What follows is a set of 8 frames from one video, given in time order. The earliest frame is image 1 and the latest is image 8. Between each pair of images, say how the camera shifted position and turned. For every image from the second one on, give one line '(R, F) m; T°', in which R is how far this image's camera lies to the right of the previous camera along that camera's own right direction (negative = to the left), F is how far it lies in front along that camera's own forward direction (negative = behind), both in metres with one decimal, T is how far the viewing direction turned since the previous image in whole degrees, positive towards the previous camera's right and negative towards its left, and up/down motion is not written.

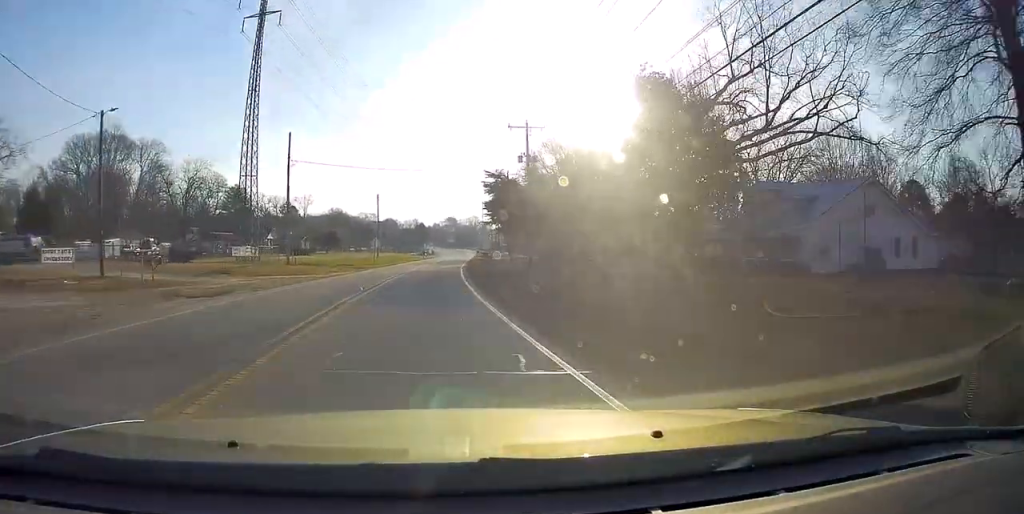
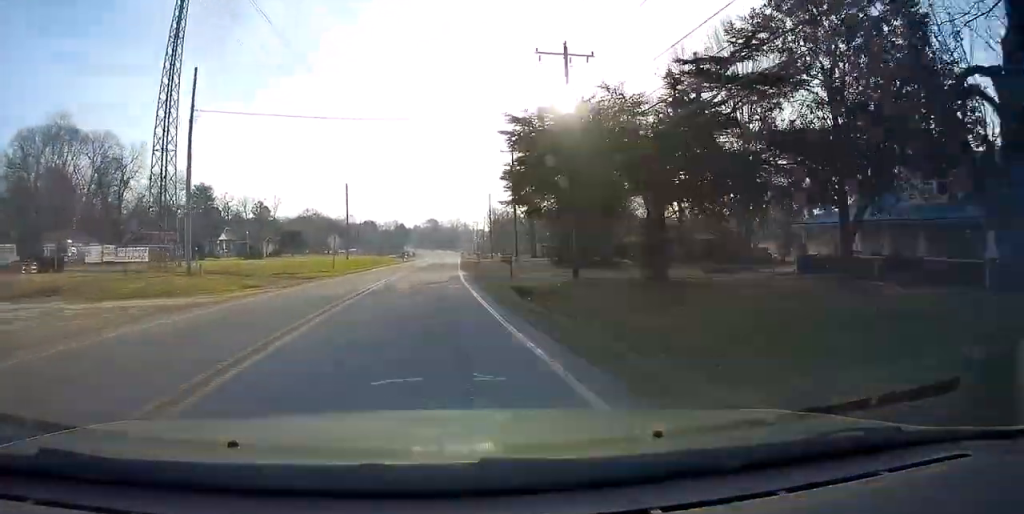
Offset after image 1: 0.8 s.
(+0.4, +18.0) m; +2°
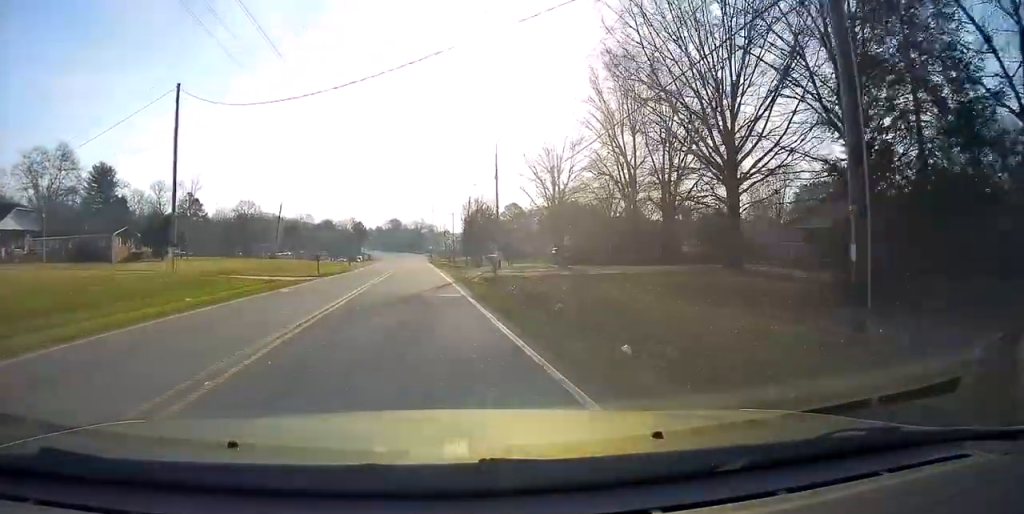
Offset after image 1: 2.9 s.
(+1.3, +49.6) m; +3°
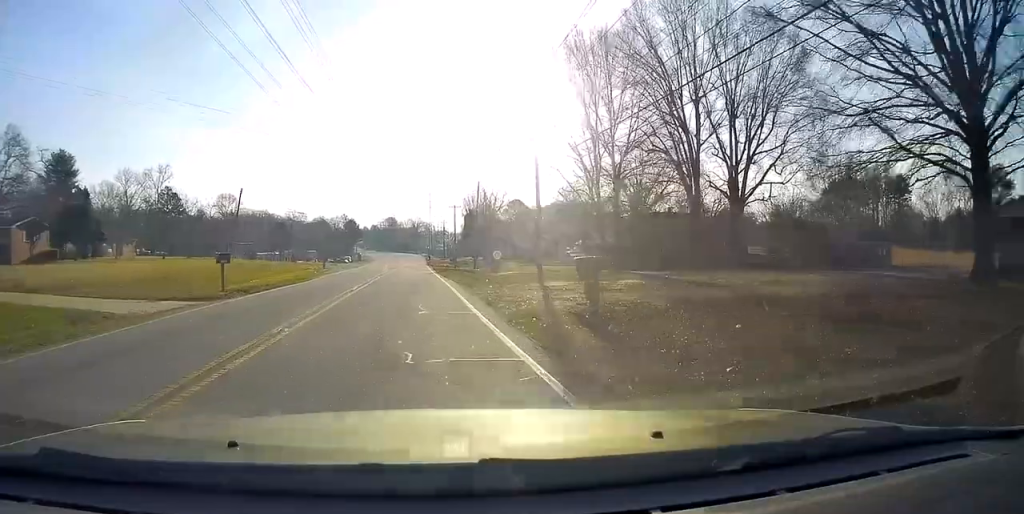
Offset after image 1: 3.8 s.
(+0.4, +20.5) m; +1°
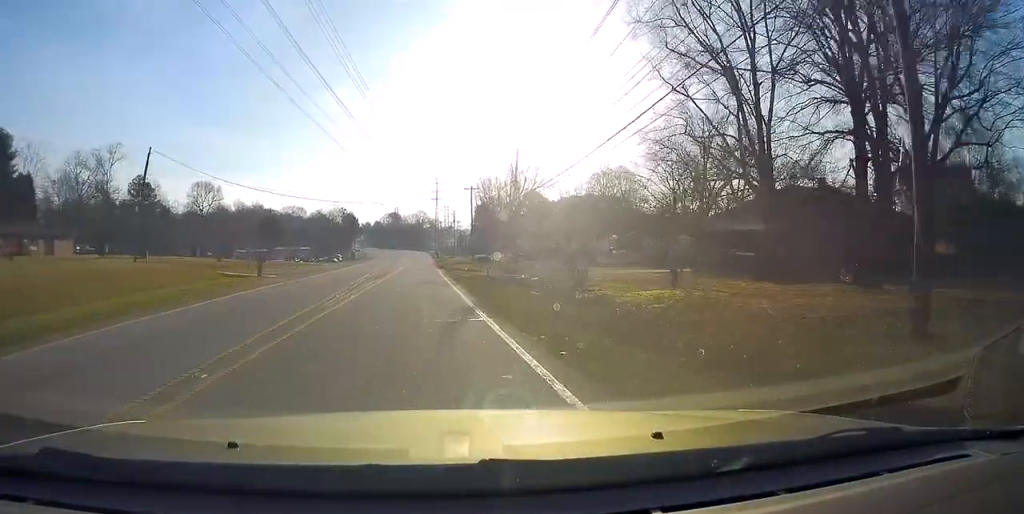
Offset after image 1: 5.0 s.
(+0.1, +28.1) m; -1°
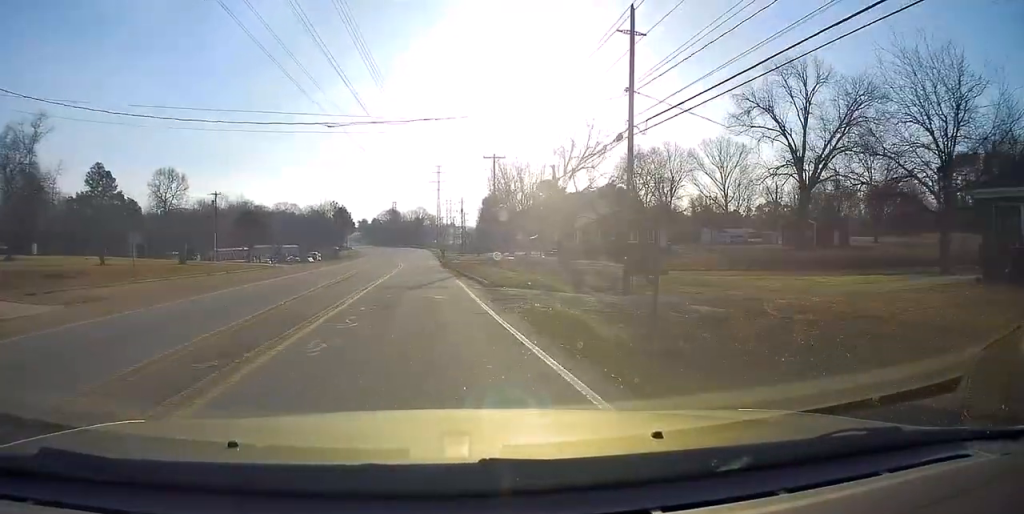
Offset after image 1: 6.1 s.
(-0.4, +27.5) m; 0°
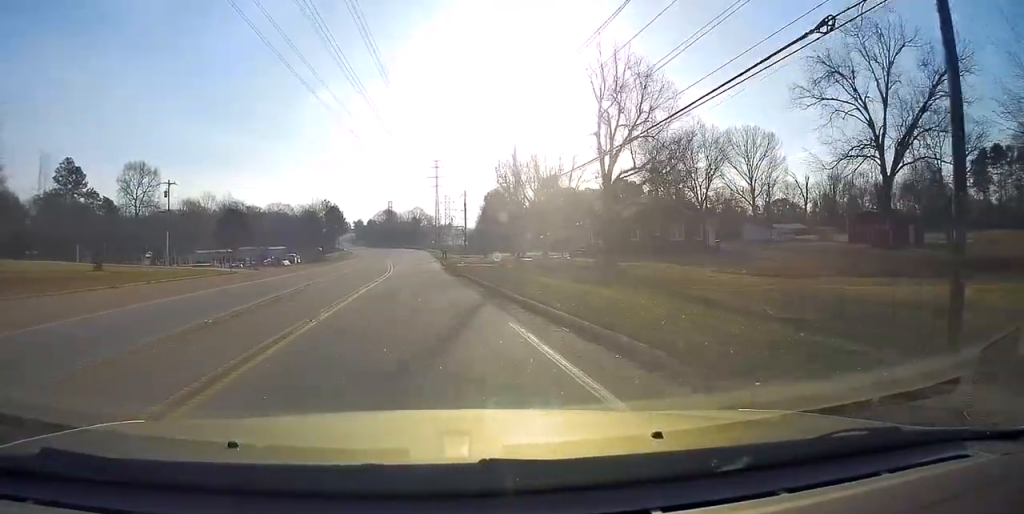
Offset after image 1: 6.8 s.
(+0.4, +15.5) m; 0°
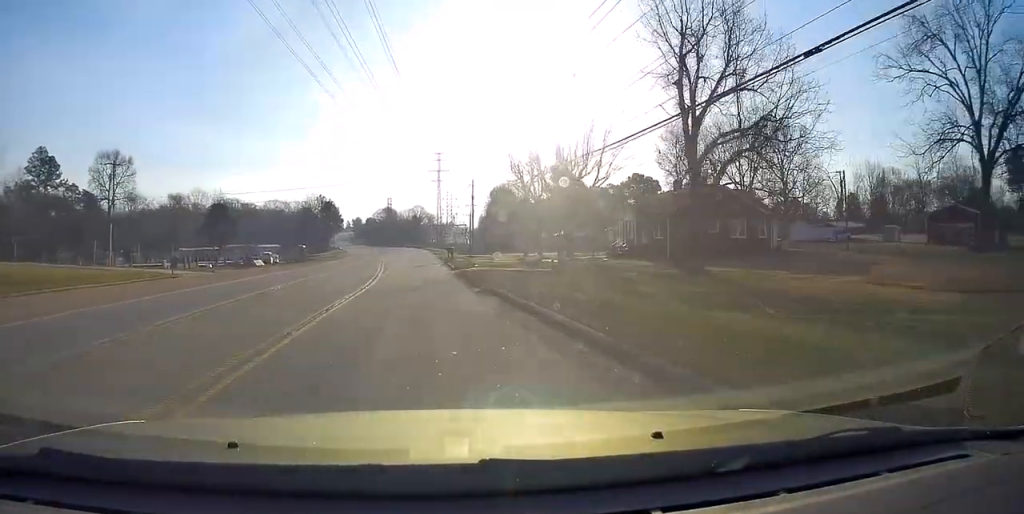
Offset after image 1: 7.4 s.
(-0.2, +13.6) m; -1°
